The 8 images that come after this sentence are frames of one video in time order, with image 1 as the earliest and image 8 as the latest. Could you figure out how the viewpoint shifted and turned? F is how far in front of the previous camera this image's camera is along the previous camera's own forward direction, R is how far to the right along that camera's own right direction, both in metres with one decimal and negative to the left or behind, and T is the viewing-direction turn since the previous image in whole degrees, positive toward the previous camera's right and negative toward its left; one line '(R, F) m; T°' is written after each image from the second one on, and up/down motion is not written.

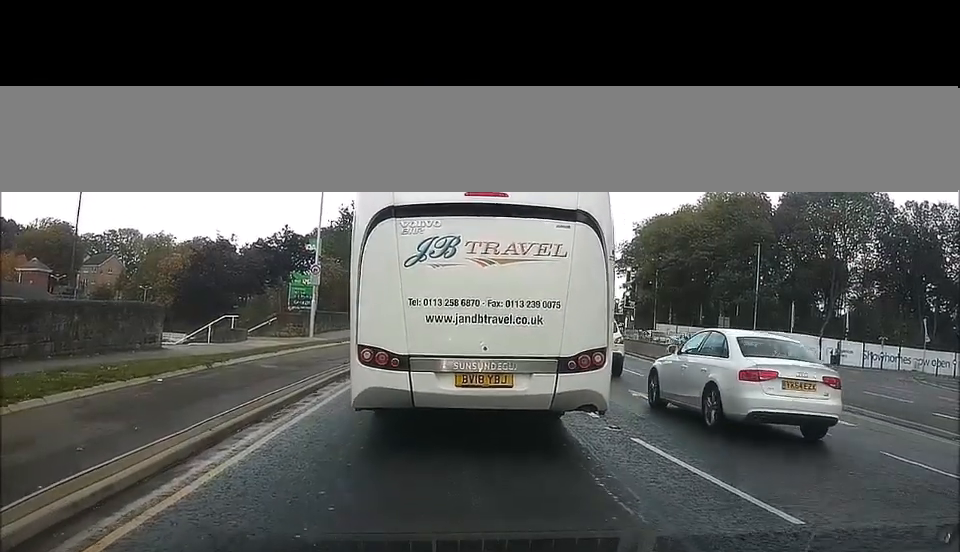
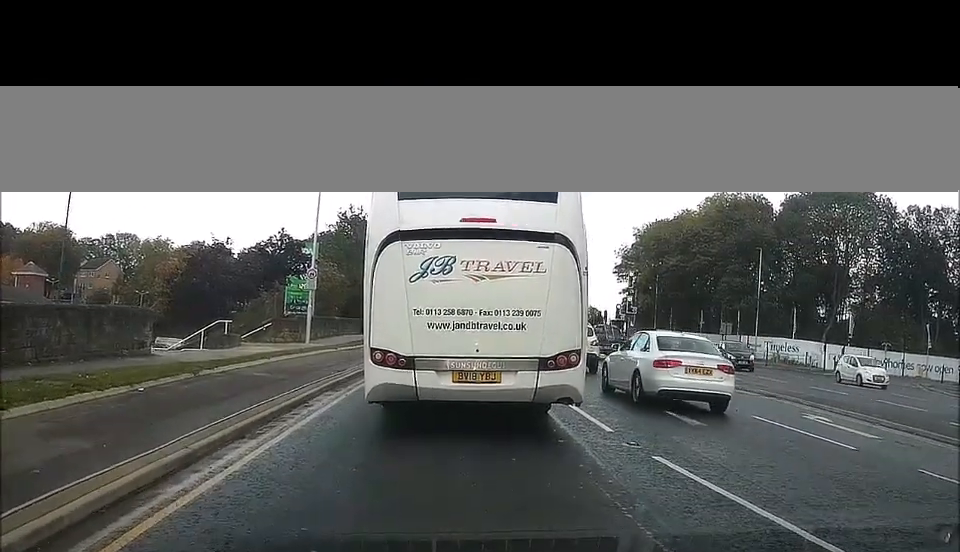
(0.0, +1.5) m; +1°
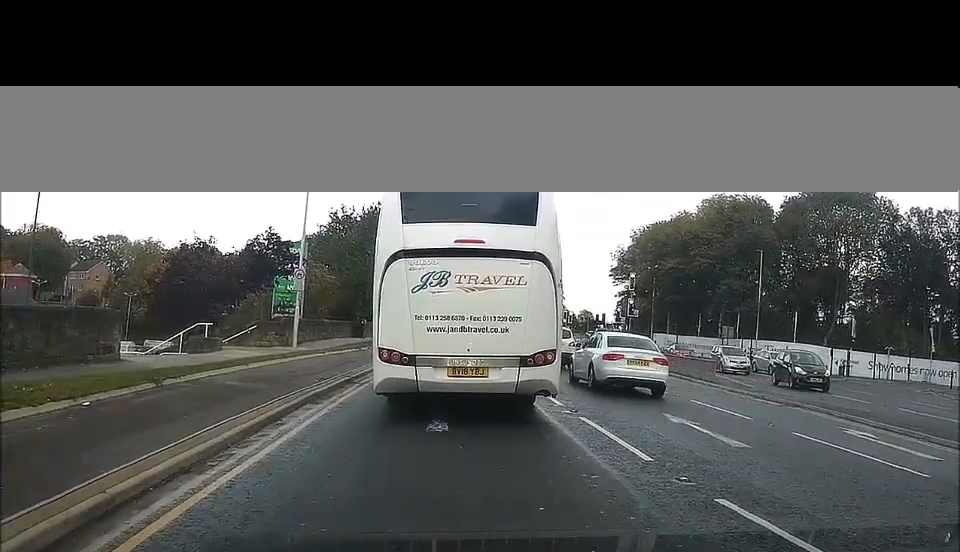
(+0.1, +2.2) m; +2°
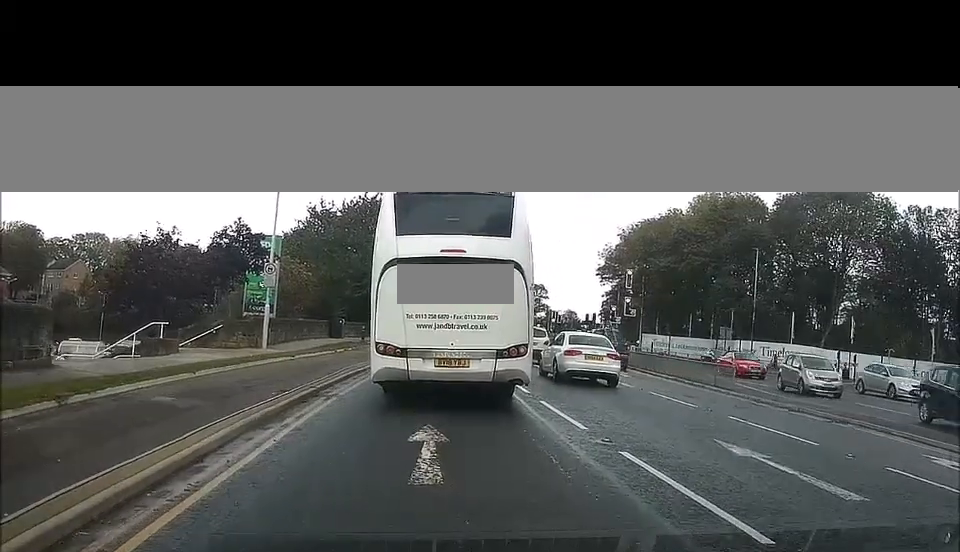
(0.0, +3.3) m; +1°
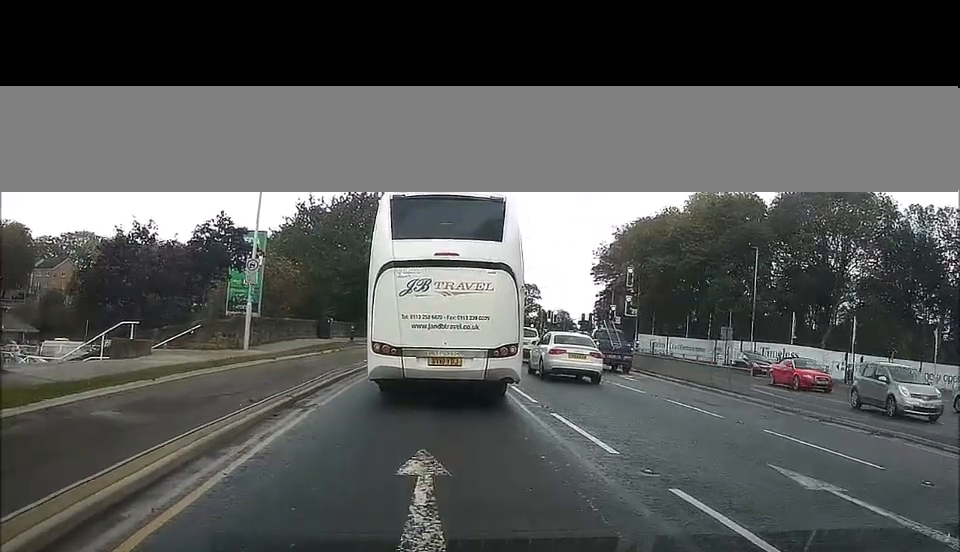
(0.0, +2.2) m; 0°
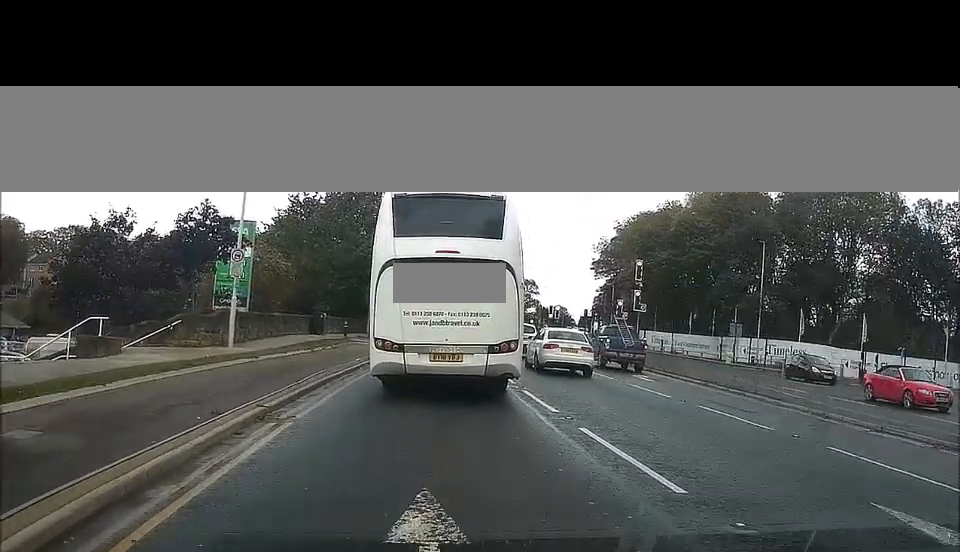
(0.0, +2.2) m; 0°
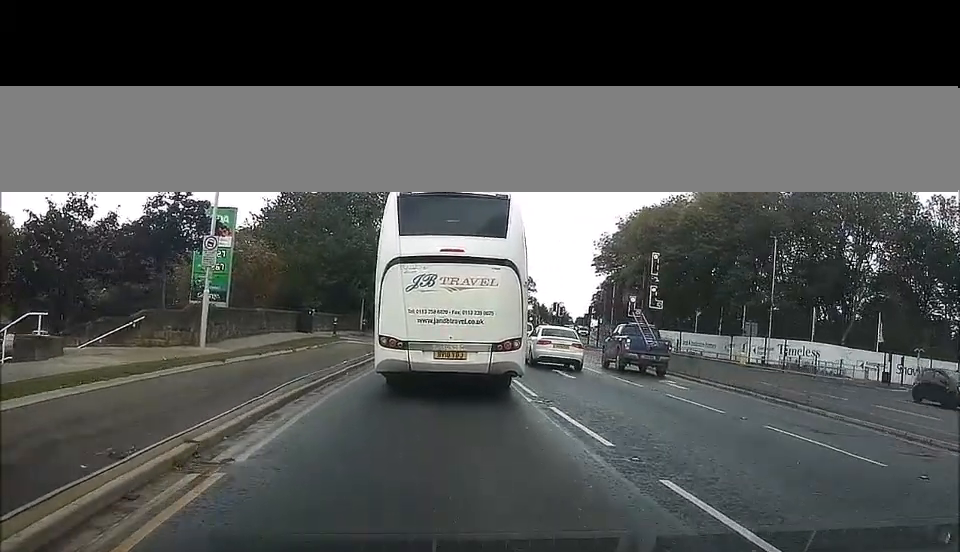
(0.0, +3.0) m; +4°
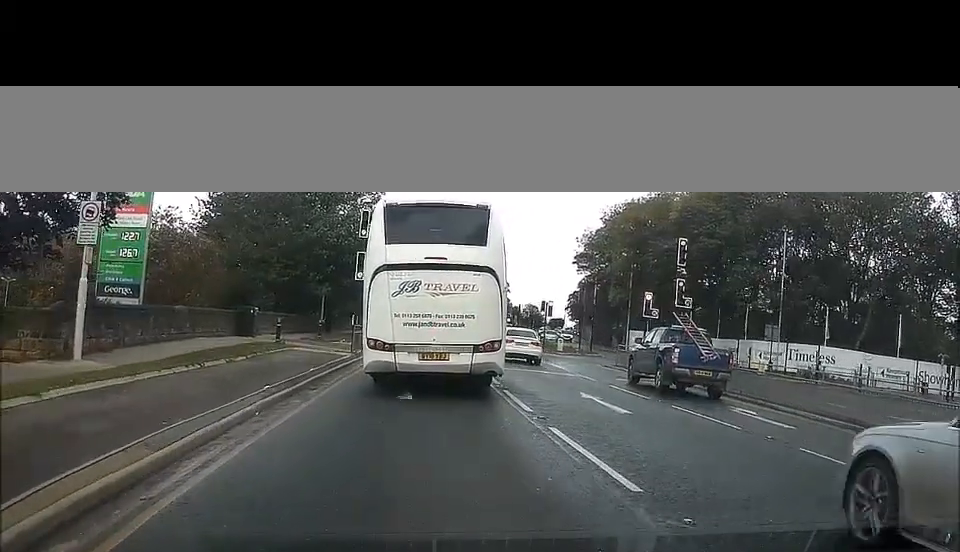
(+0.5, +5.3) m; +6°
